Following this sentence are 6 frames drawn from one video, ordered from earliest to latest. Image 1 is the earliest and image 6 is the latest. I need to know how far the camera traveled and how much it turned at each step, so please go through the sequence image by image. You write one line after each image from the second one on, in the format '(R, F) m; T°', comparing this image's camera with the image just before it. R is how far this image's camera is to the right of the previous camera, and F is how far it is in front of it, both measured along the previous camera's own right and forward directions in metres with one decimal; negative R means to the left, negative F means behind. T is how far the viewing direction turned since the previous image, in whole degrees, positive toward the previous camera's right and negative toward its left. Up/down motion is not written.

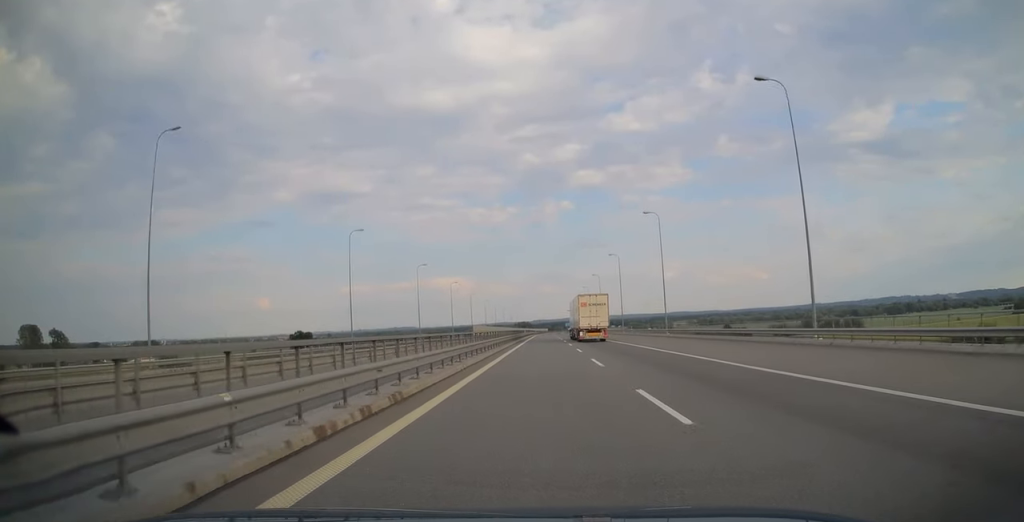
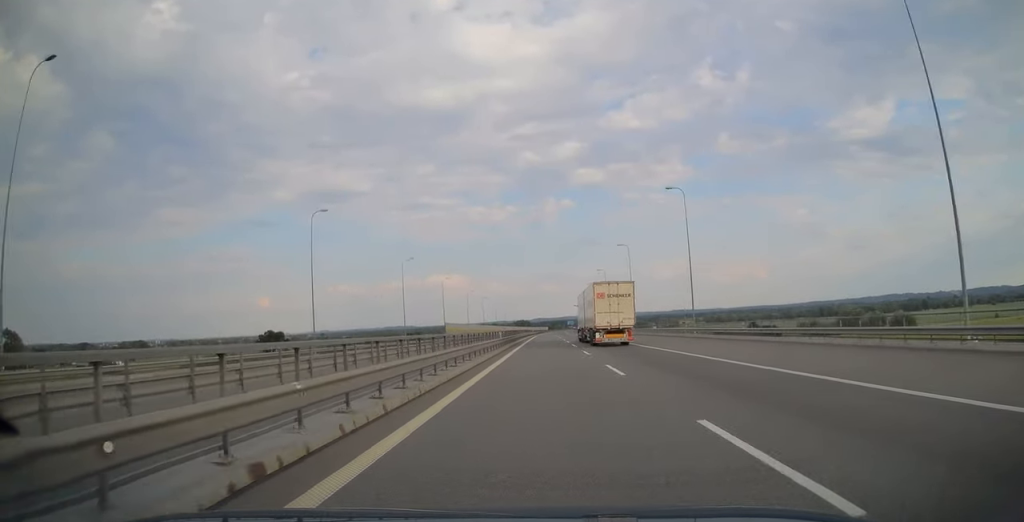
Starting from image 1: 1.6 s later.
(-0.1, +52.3) m; 0°
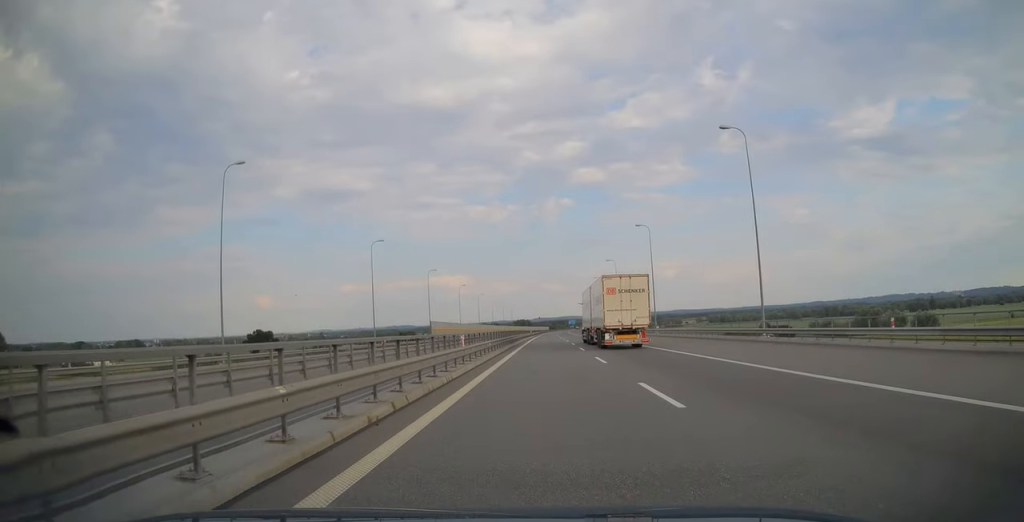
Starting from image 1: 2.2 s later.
(0.0, +18.5) m; 0°
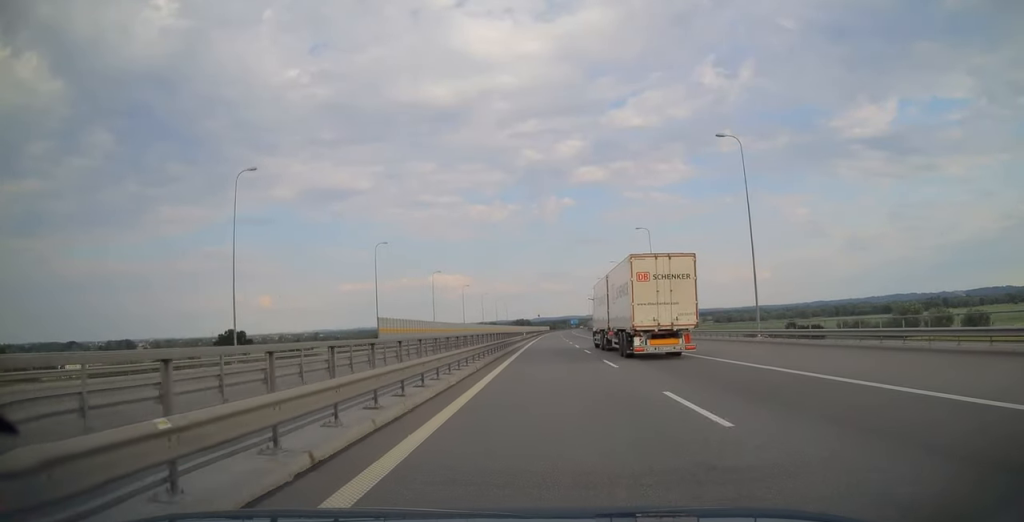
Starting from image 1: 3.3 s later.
(0.0, +38.1) m; 0°
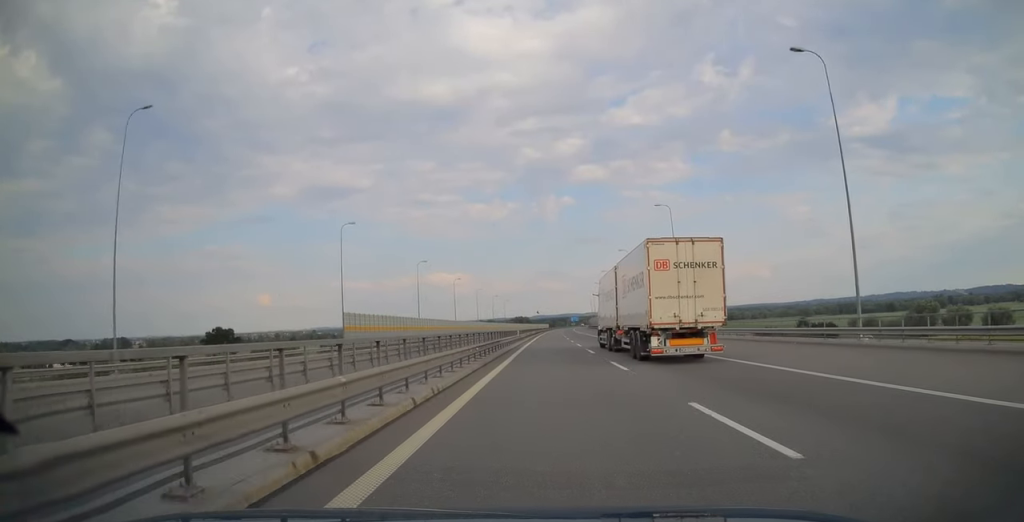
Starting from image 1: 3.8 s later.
(0.0, +14.1) m; 0°
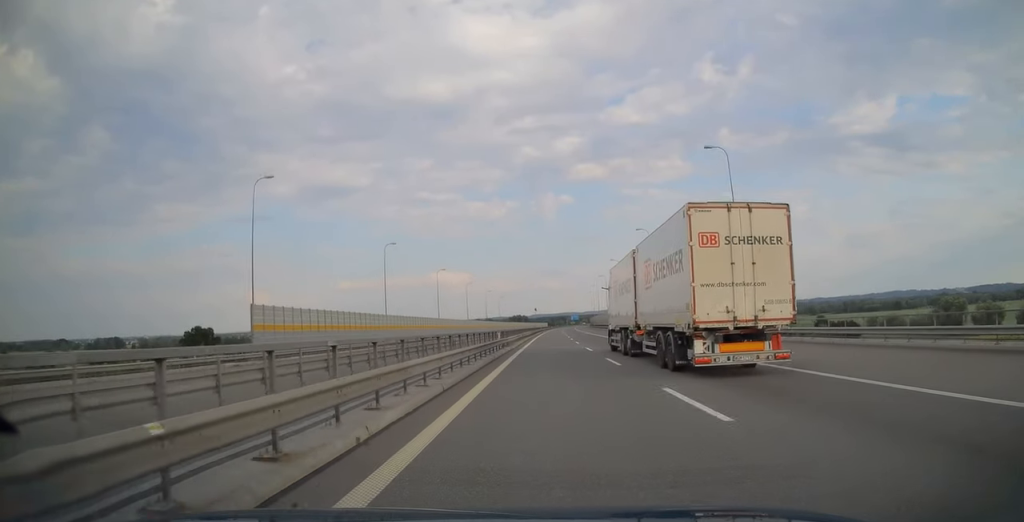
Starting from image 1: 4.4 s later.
(0.0, +21.8) m; 0°
